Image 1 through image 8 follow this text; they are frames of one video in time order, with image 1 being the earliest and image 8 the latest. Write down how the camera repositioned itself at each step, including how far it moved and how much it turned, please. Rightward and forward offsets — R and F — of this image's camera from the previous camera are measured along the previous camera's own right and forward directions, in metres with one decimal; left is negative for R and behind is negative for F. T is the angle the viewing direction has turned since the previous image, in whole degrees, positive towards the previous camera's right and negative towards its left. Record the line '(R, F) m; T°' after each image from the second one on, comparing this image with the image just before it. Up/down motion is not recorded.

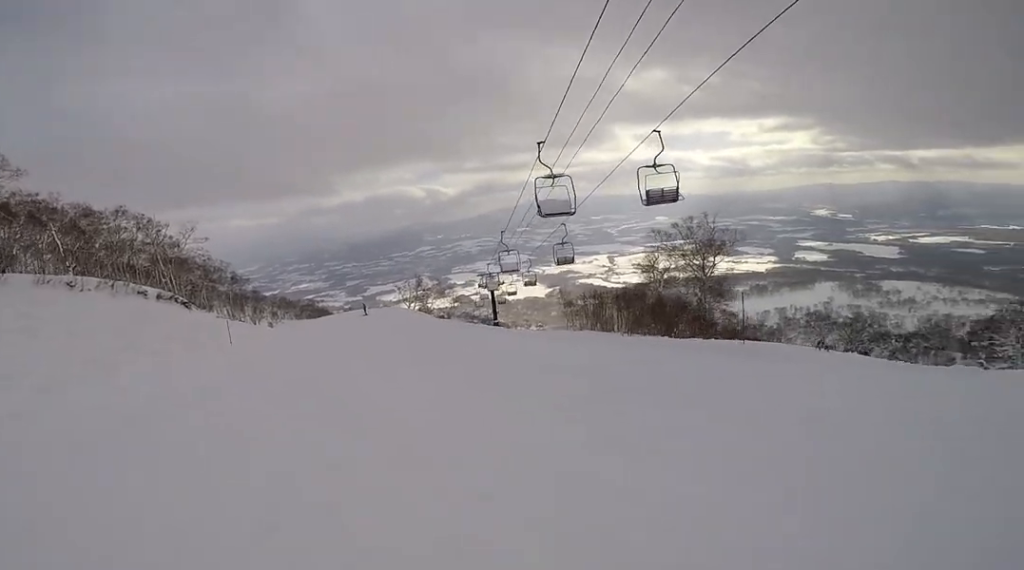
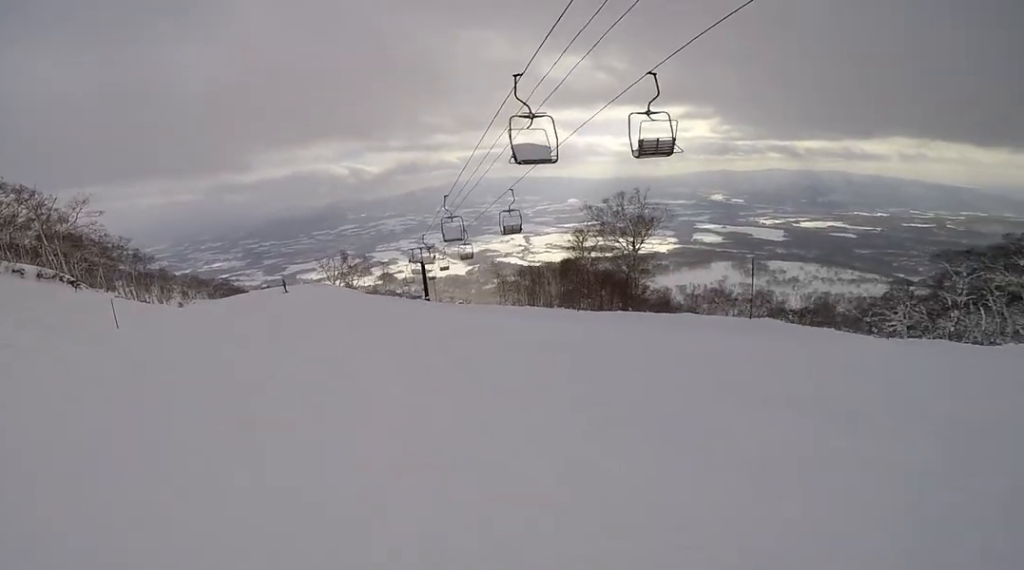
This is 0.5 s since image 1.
(+0.4, +3.3) m; +2°
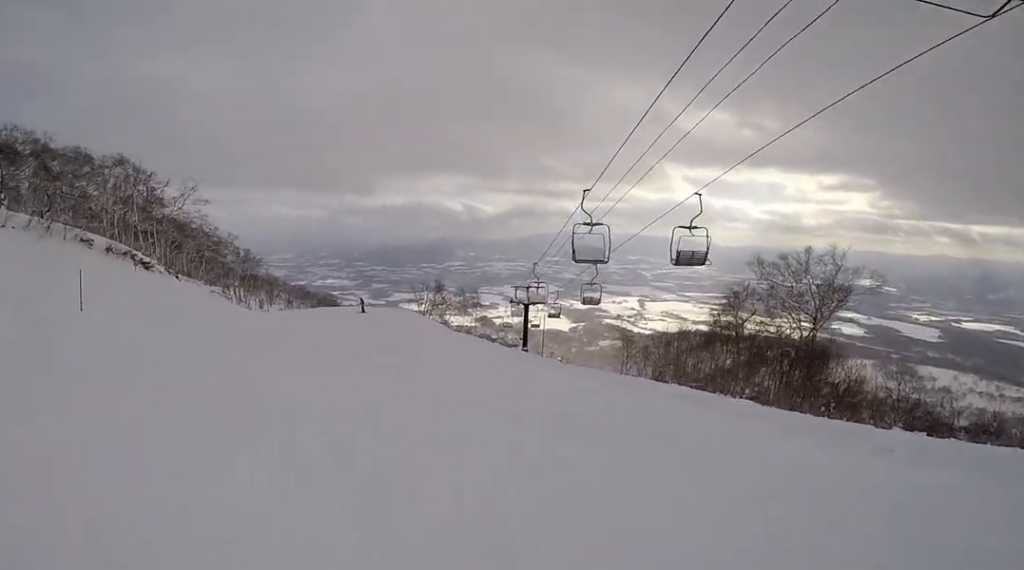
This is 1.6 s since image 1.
(+0.3, +7.8) m; -10°
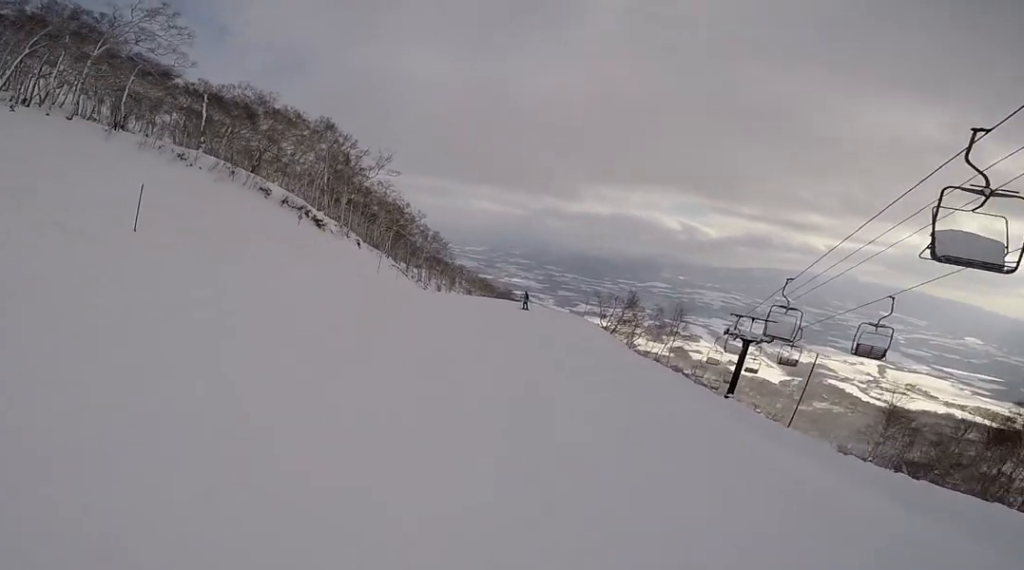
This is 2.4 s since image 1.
(-0.7, +5.4) m; -18°
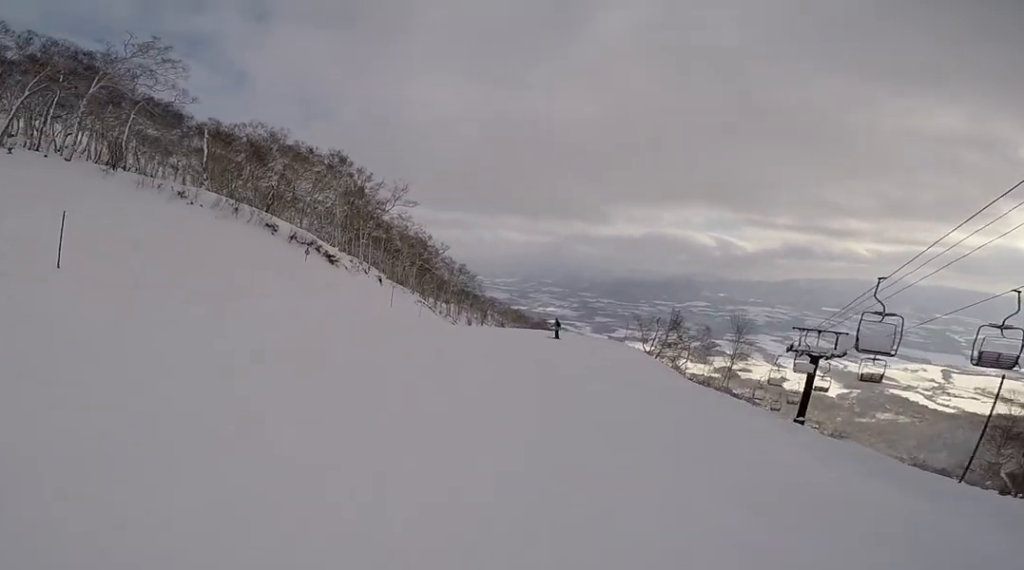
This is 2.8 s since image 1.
(-0.6, +2.7) m; -9°
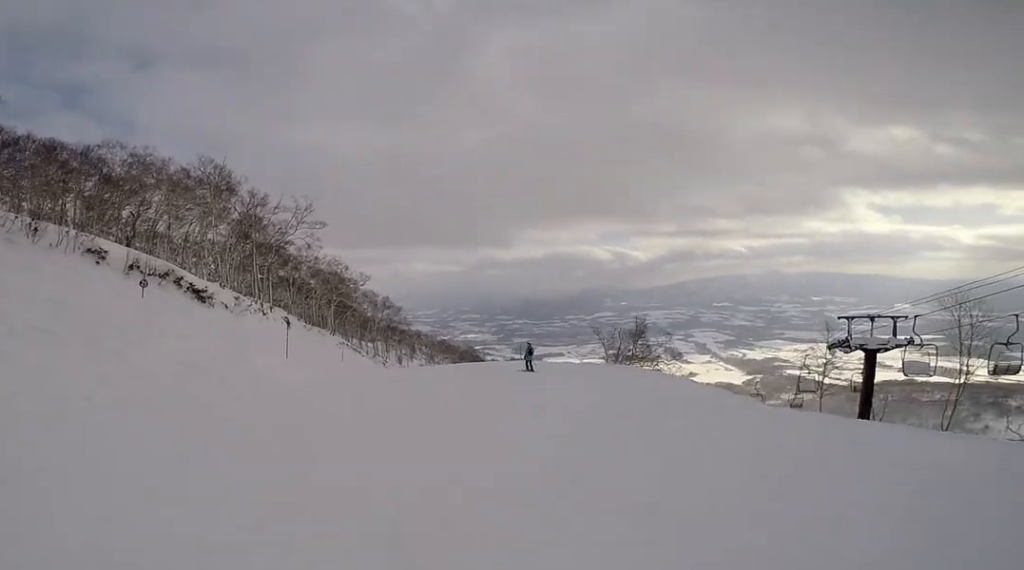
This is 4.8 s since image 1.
(0.0, +11.7) m; +17°
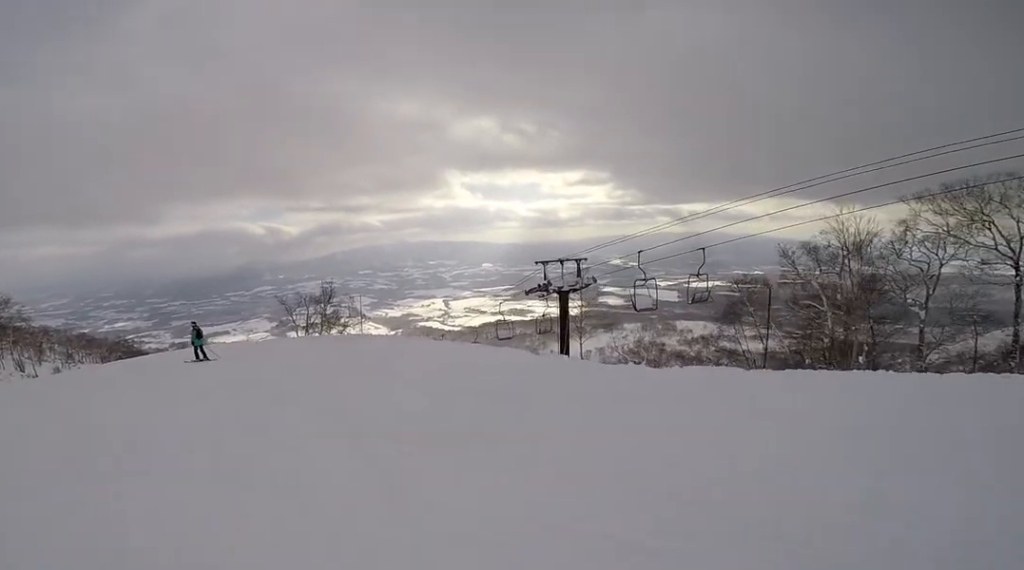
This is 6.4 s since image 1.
(+2.4, +7.3) m; +19°
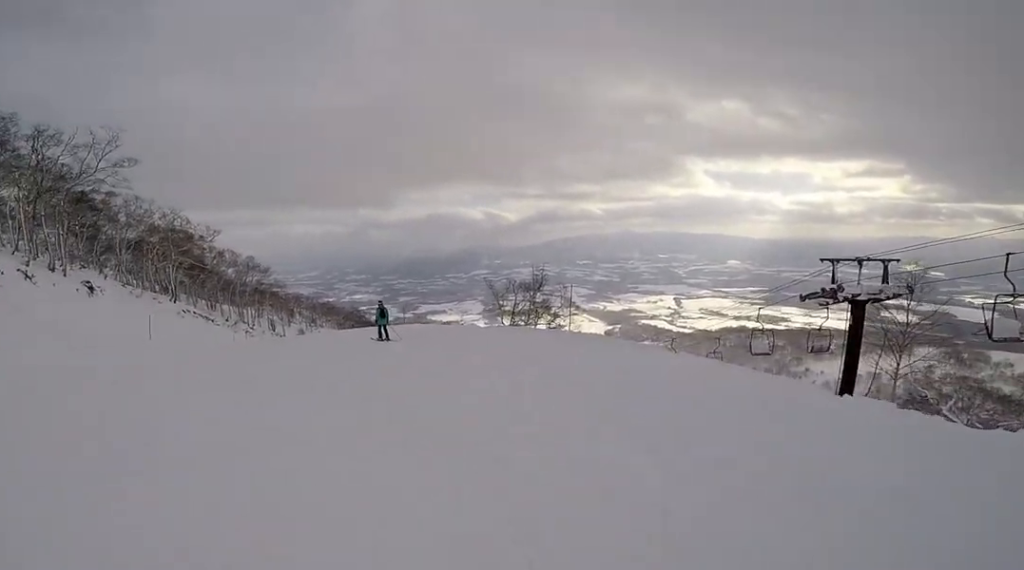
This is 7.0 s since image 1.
(+0.4, +2.4) m; -11°
